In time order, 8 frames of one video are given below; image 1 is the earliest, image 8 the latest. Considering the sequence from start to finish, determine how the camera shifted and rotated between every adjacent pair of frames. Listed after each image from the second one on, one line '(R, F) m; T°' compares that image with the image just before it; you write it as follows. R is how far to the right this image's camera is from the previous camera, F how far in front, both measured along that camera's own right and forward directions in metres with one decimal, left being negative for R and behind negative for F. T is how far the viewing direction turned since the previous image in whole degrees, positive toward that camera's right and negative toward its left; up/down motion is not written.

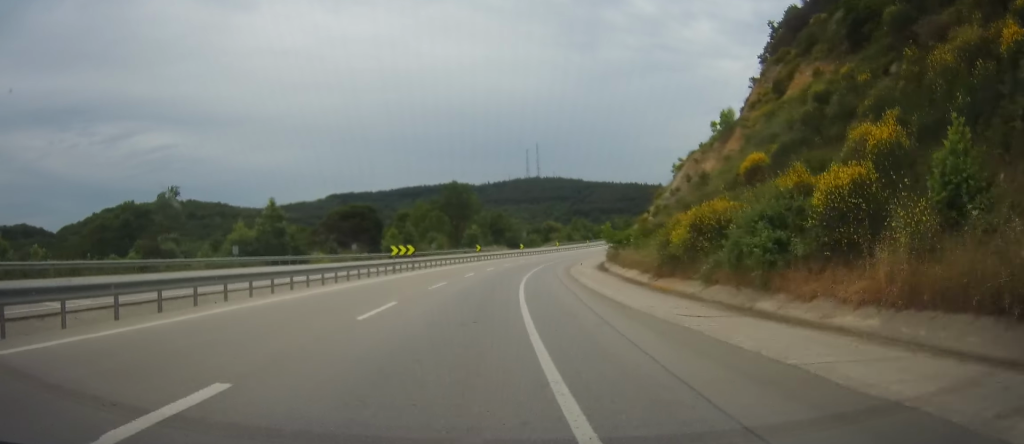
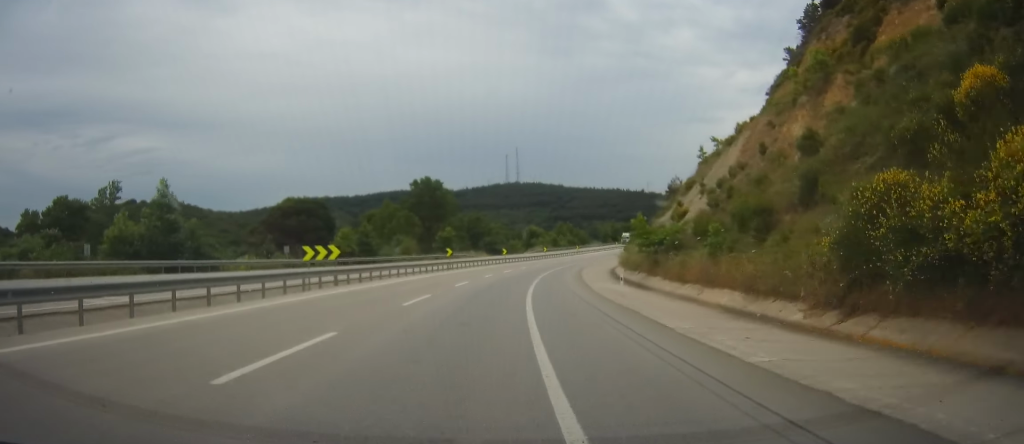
(+0.2, +19.3) m; +2°
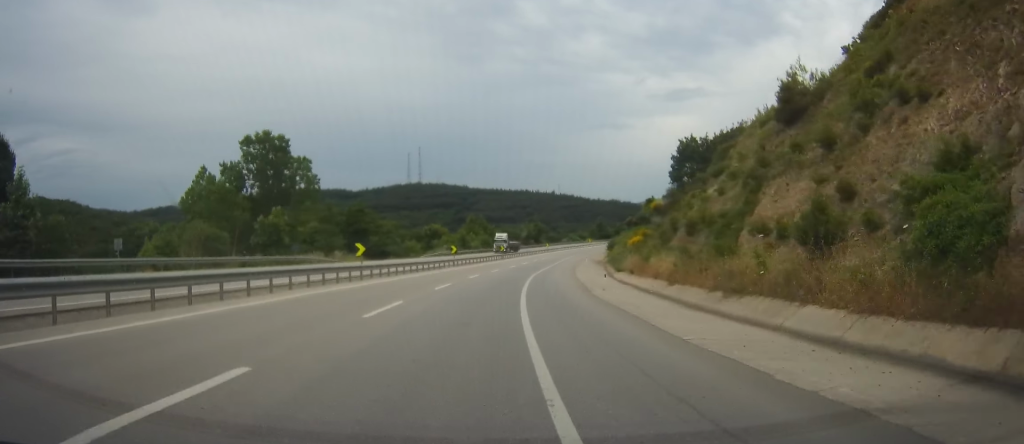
(+1.6, +51.1) m; +5°
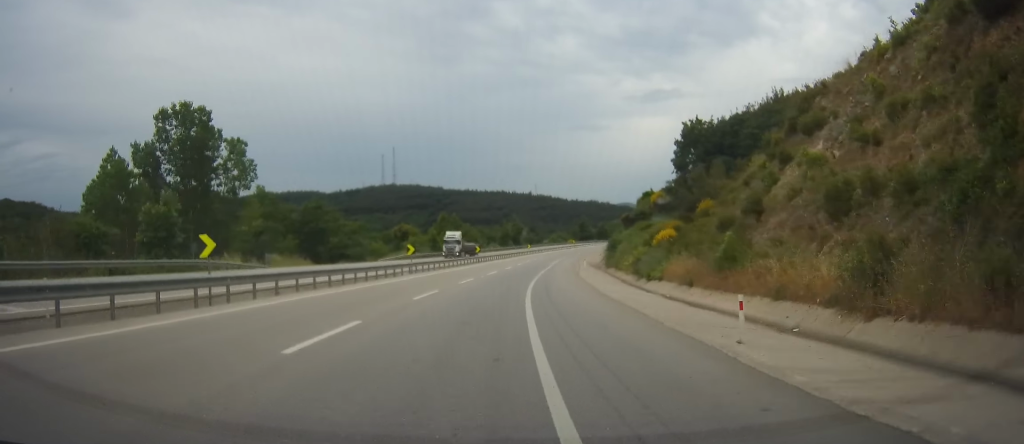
(+0.5, +17.4) m; +3°
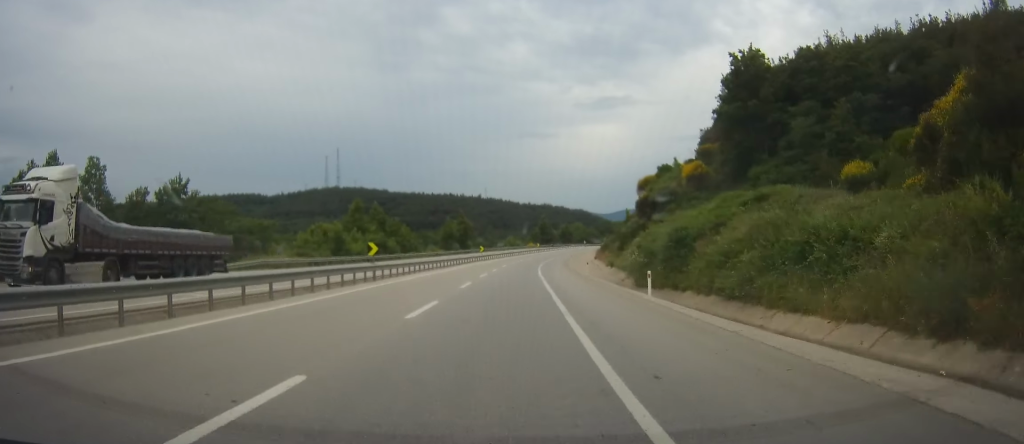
(+2.3, +41.3) m; +6°
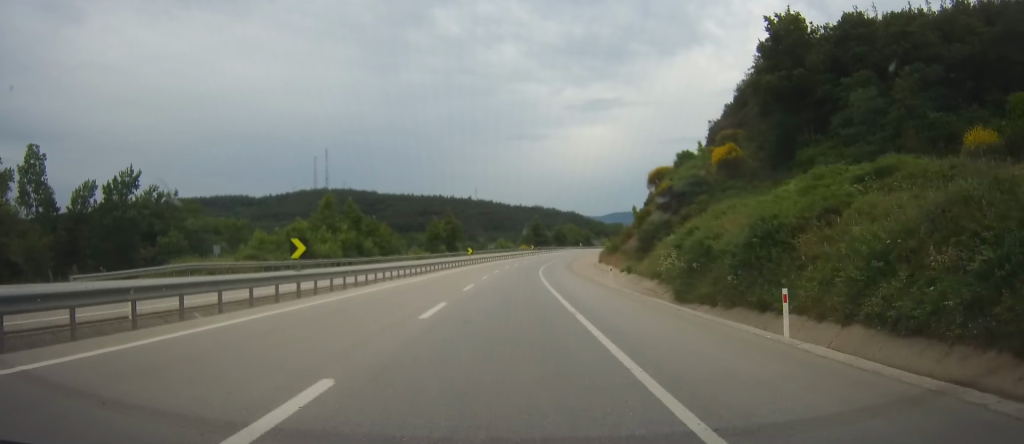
(+0.2, +11.8) m; +2°
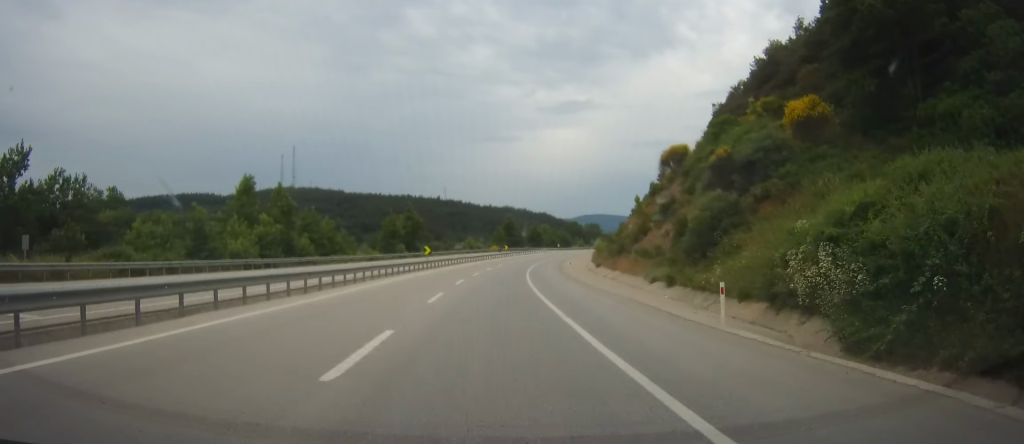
(+0.6, +19.8) m; +2°
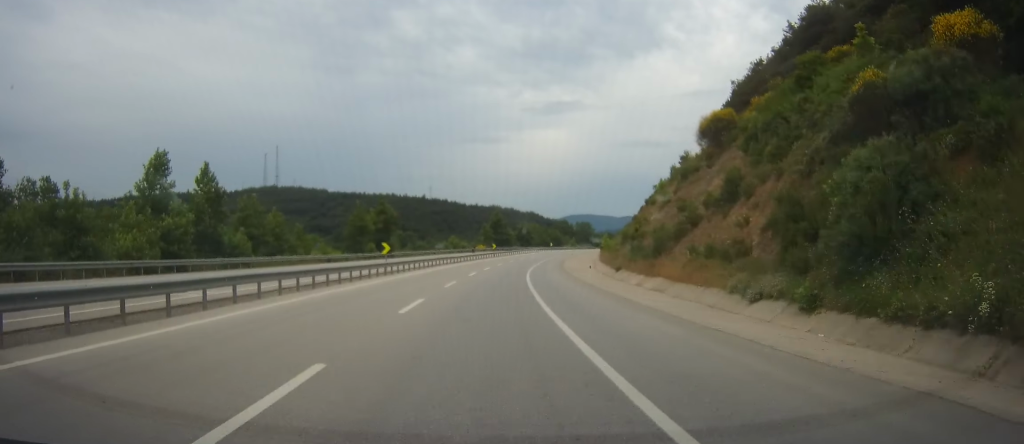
(+0.2, +16.0) m; +1°
